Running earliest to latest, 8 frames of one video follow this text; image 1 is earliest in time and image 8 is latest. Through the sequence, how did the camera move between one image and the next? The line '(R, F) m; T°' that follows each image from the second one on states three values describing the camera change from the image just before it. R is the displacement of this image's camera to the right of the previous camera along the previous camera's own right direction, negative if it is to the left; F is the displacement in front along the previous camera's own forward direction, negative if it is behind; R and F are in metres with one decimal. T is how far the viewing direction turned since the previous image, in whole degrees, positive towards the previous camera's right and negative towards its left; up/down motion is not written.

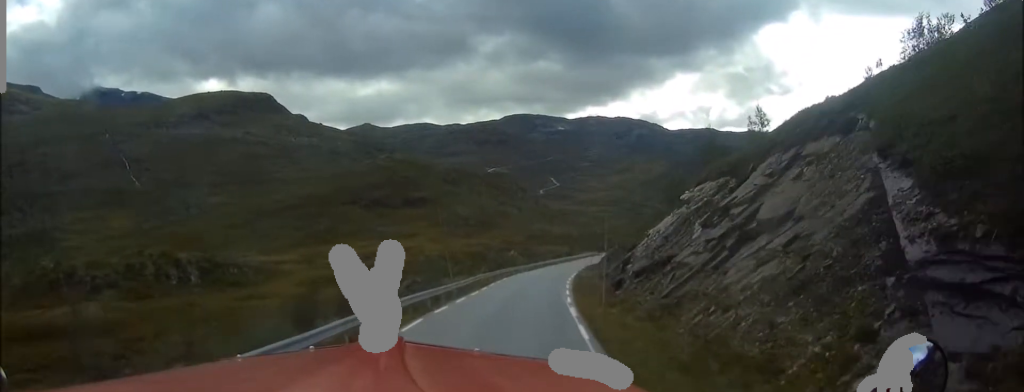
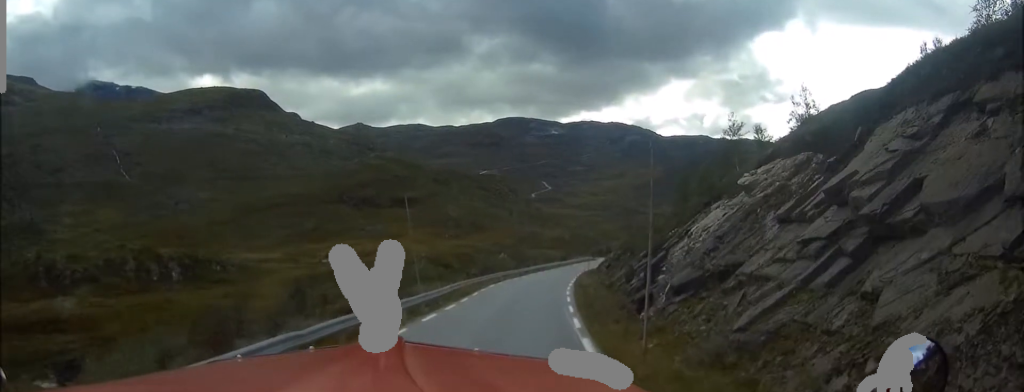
(0.0, +9.0) m; +2°
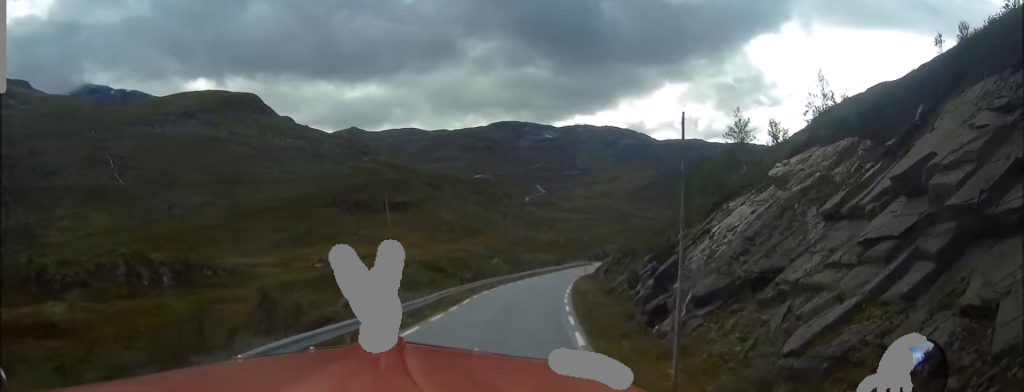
(0.0, +3.3) m; +1°
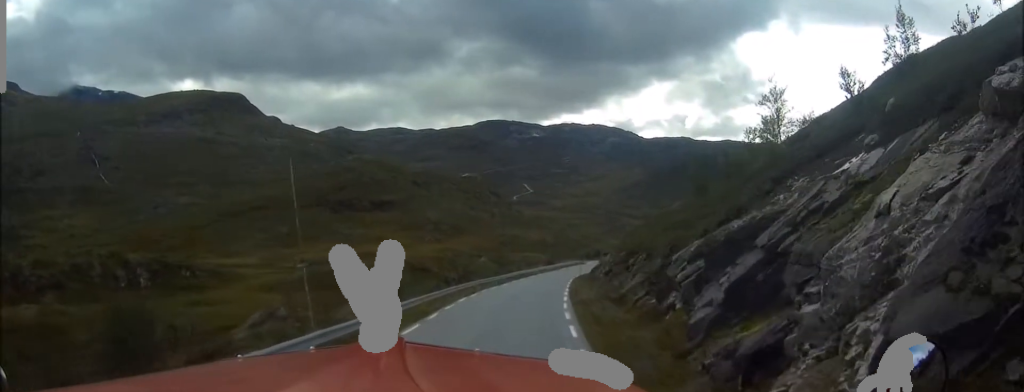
(+0.3, +10.5) m; +3°
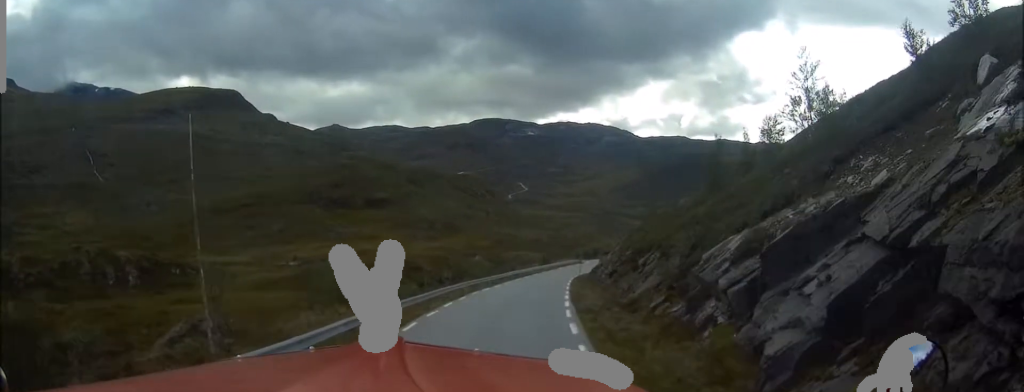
(0.0, +5.7) m; +1°
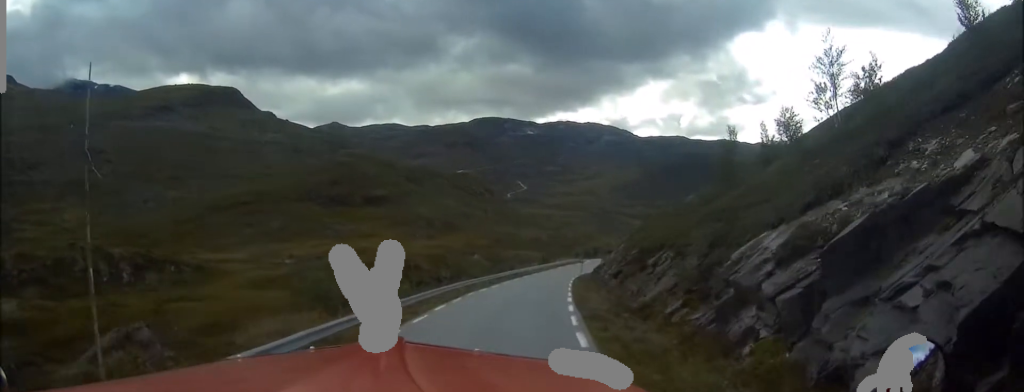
(+0.1, +3.5) m; 0°
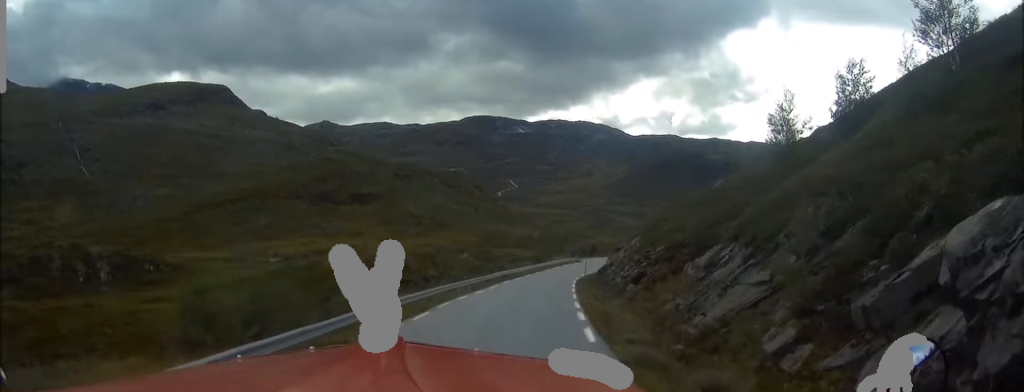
(-0.1, +11.7) m; +1°
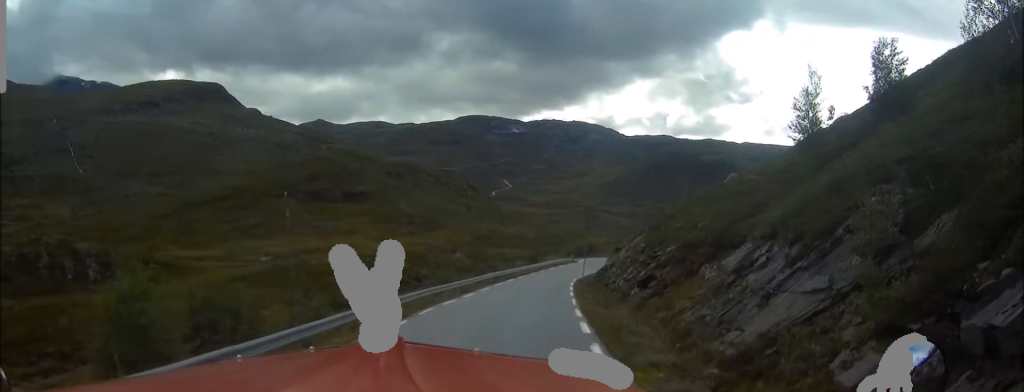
(+0.1, +4.4) m; +1°
